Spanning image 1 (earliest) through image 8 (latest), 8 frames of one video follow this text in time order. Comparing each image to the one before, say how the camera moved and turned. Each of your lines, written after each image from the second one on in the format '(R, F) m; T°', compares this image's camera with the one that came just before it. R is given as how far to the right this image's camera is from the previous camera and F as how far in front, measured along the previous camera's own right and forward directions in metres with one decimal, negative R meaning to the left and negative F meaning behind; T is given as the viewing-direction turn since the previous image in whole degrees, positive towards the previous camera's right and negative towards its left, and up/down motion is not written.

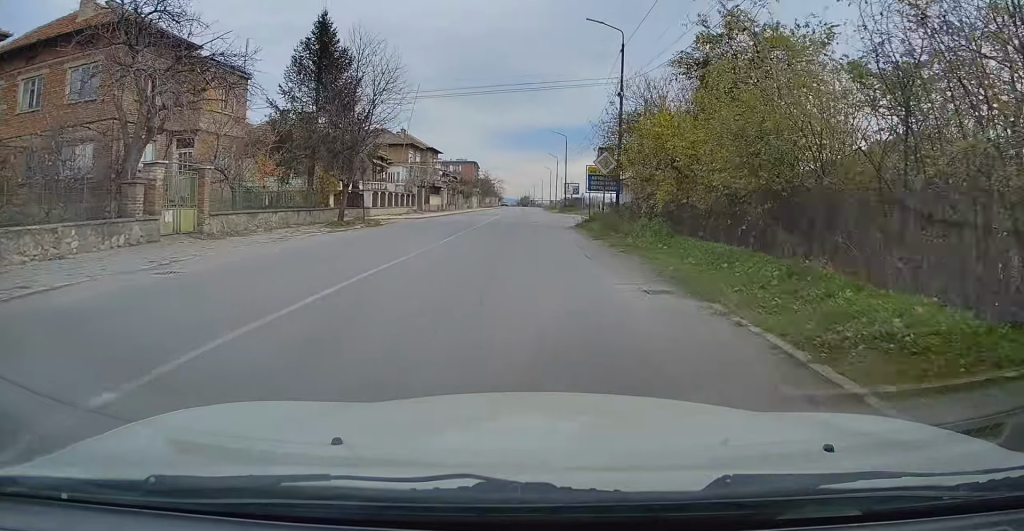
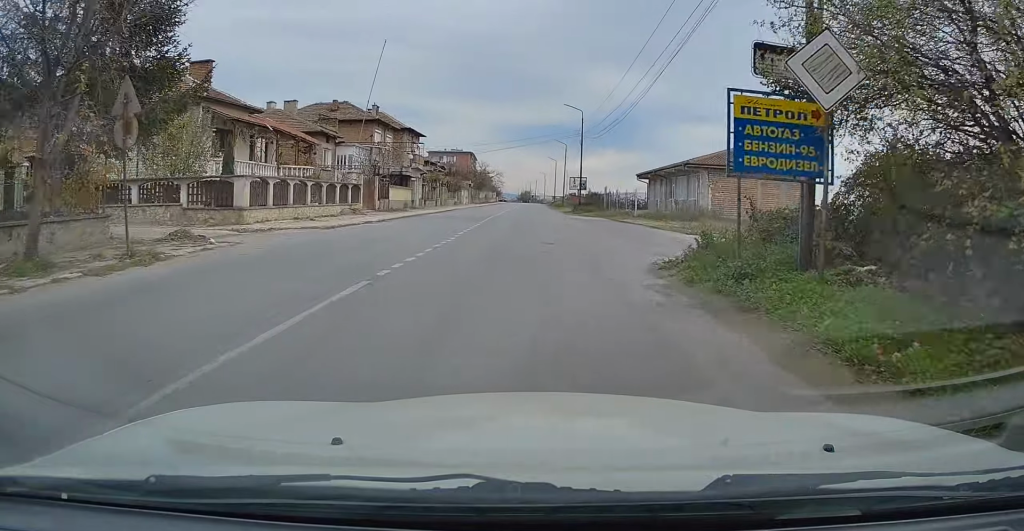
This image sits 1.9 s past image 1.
(0.0, +19.3) m; +1°
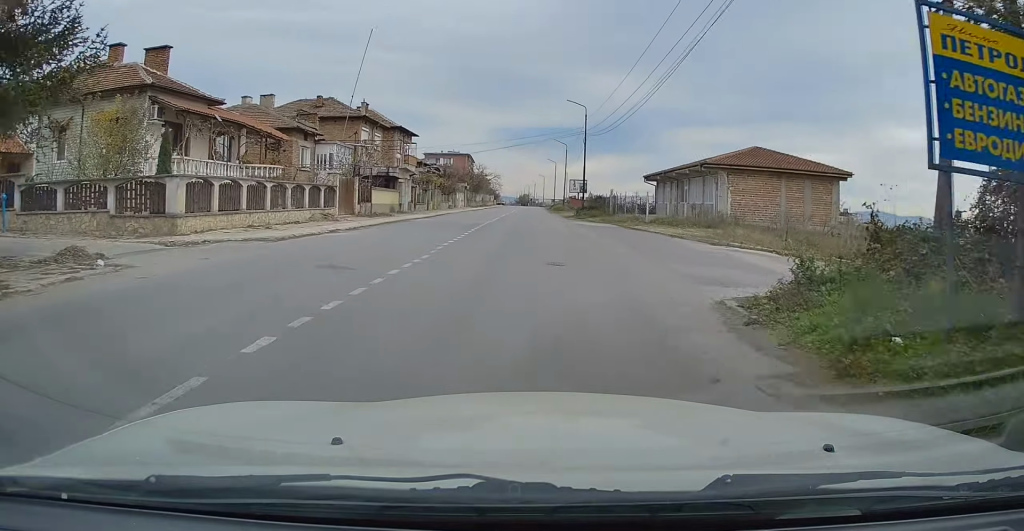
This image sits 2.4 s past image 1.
(-0.1, +4.6) m; +1°
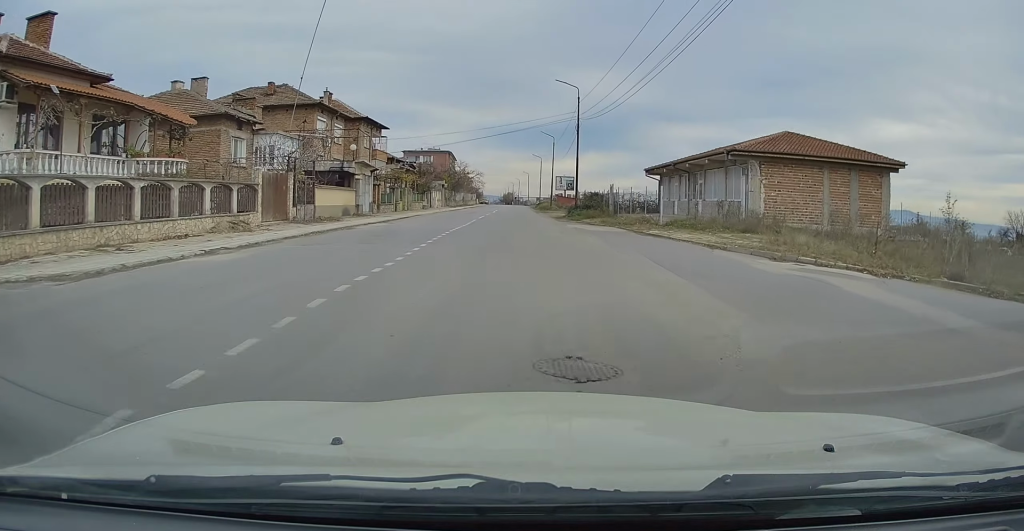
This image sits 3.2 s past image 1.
(+0.3, +8.1) m; 0°
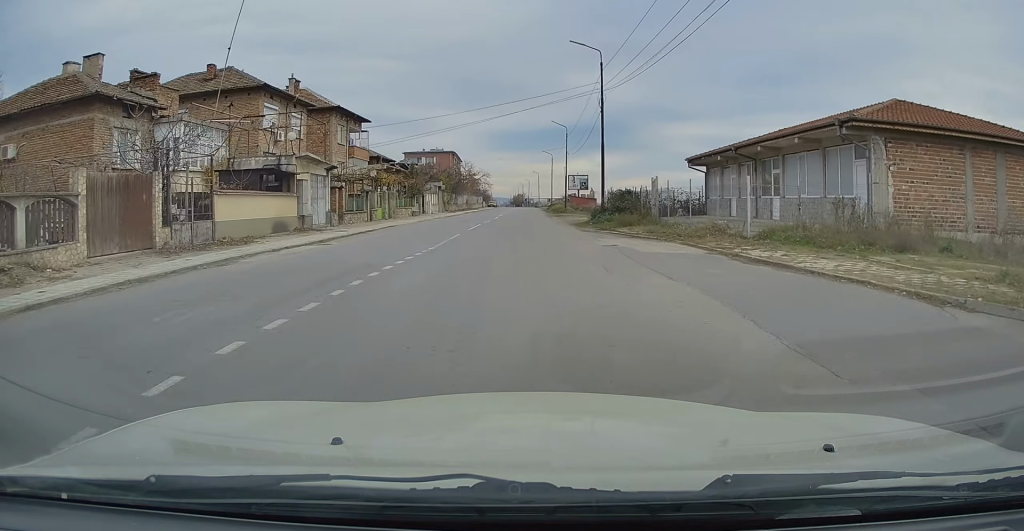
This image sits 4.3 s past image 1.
(-0.3, +11.1) m; -3°
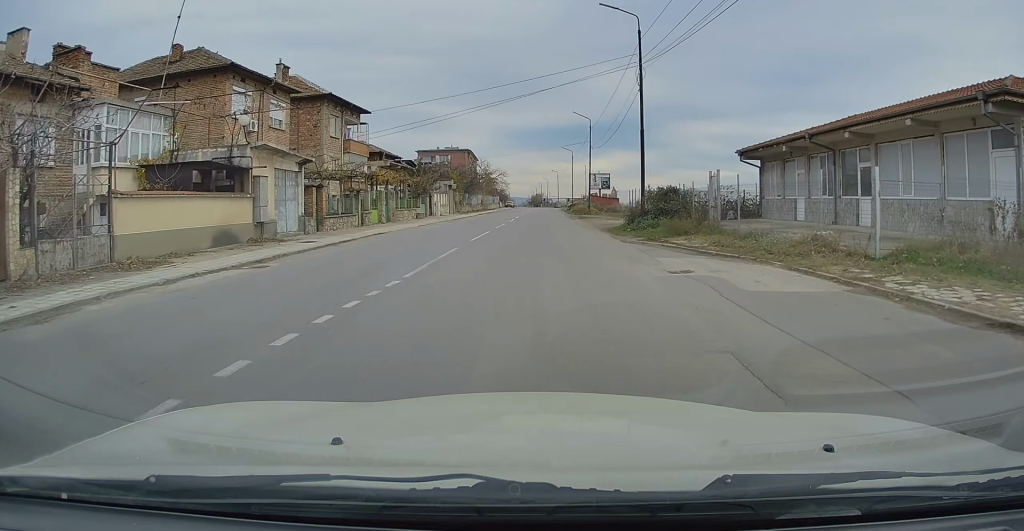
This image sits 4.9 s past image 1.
(-0.1, +6.5) m; 0°
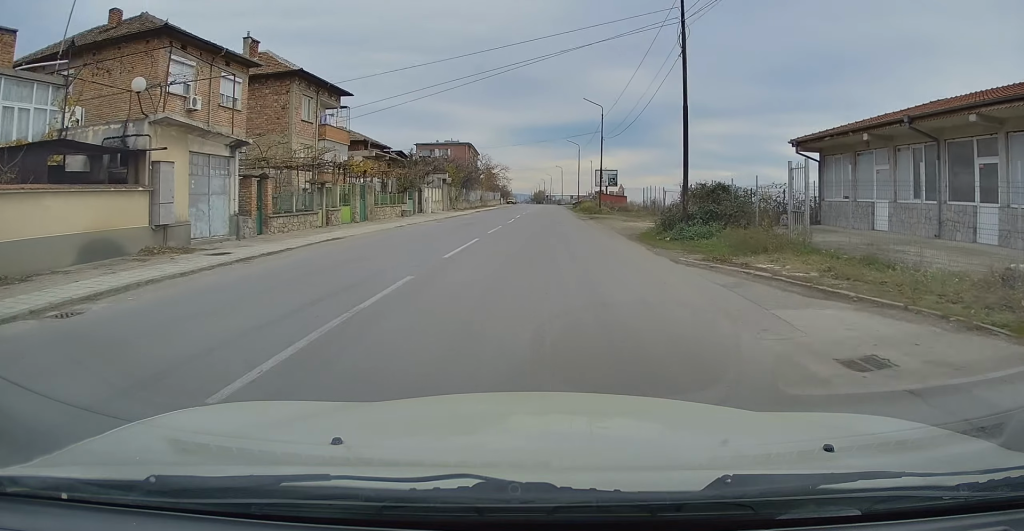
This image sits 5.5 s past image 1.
(-0.1, +6.6) m; +1°
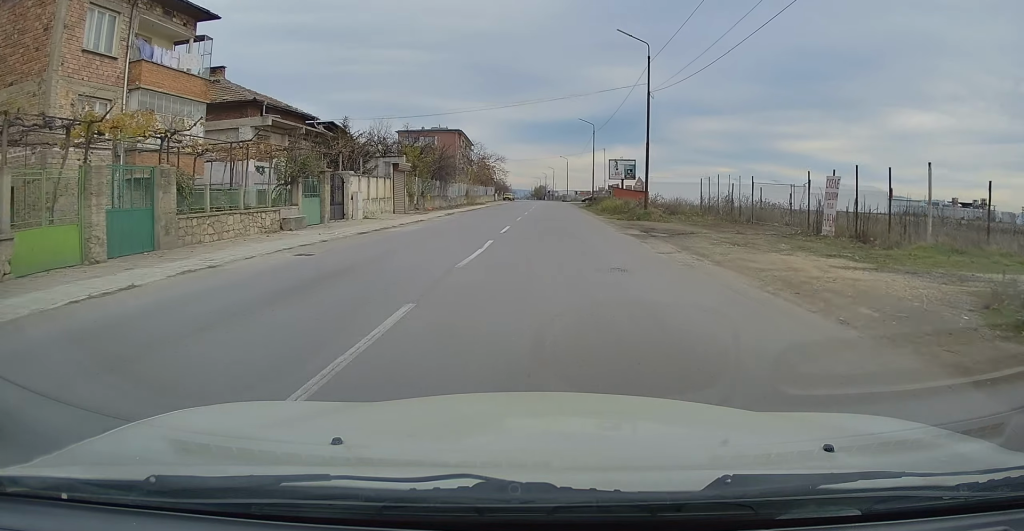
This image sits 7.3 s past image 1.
(0.0, +20.8) m; -2°
